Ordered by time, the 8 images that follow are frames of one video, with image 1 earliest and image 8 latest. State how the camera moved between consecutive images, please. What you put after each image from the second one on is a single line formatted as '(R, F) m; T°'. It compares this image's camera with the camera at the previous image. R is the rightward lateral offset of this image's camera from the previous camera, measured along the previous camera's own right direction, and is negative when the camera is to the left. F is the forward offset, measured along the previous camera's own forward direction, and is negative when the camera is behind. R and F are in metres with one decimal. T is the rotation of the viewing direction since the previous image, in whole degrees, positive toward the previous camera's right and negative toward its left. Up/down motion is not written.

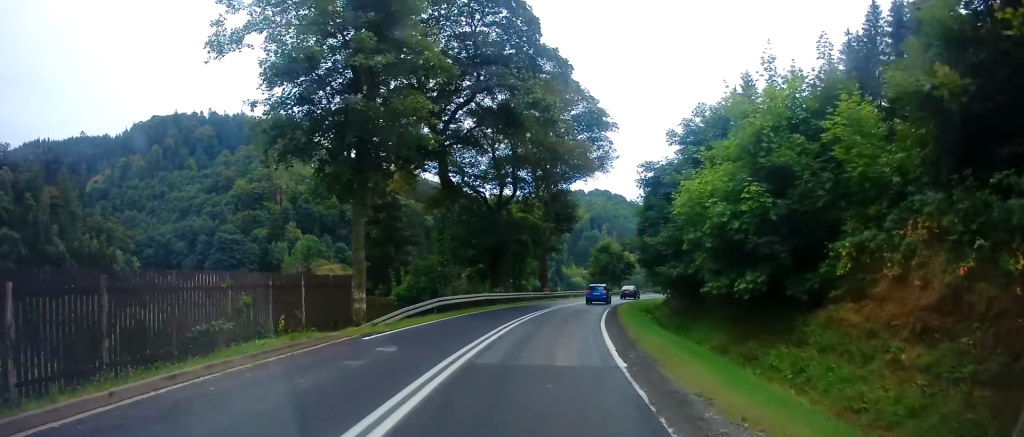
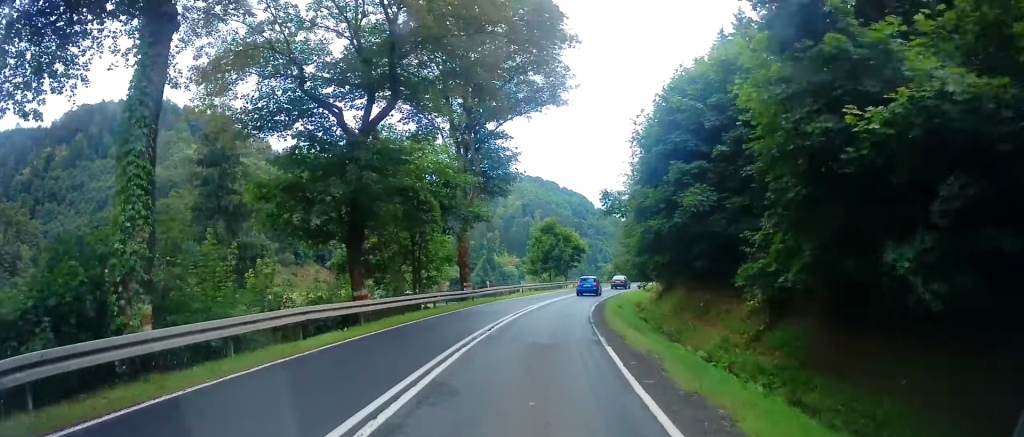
(+1.2, +18.9) m; +8°
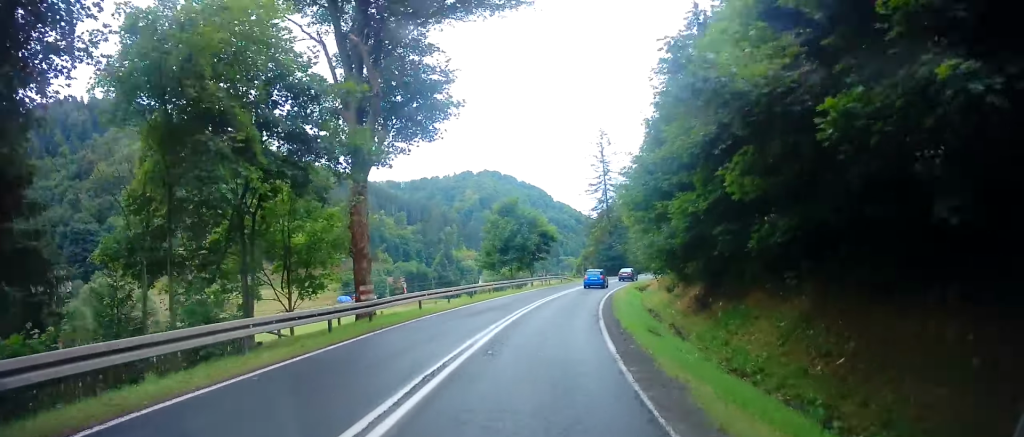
(+0.9, +14.7) m; +4°
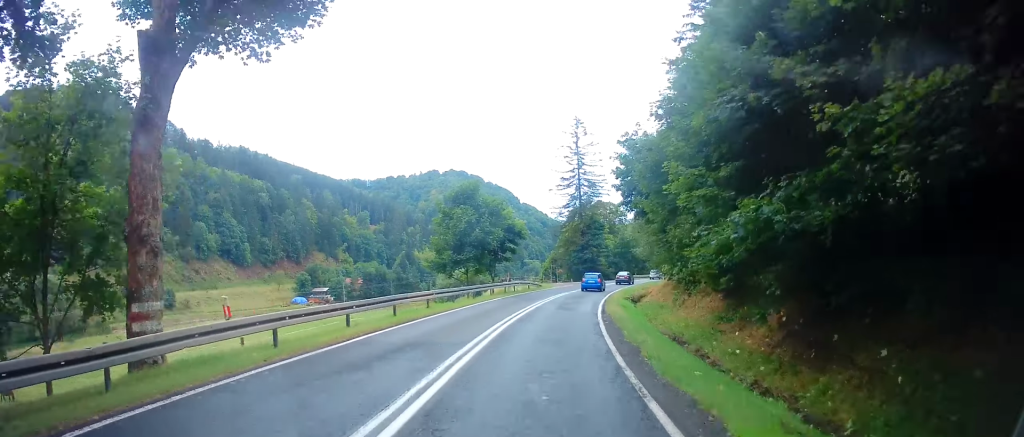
(-0.1, +10.5) m; +2°
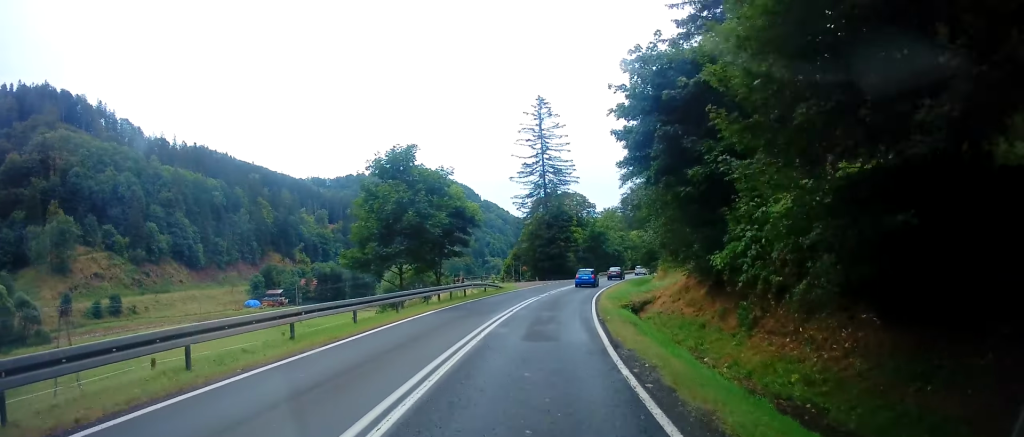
(+0.5, +10.6) m; +3°
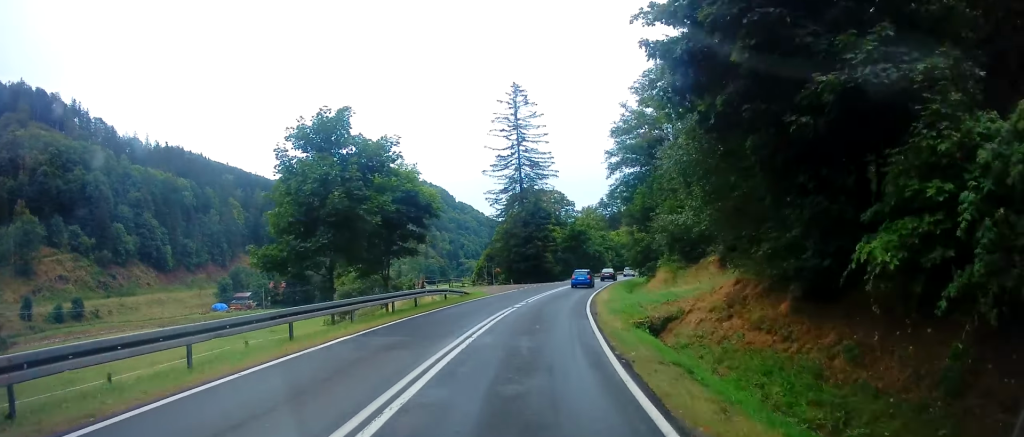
(+0.2, +7.4) m; +3°
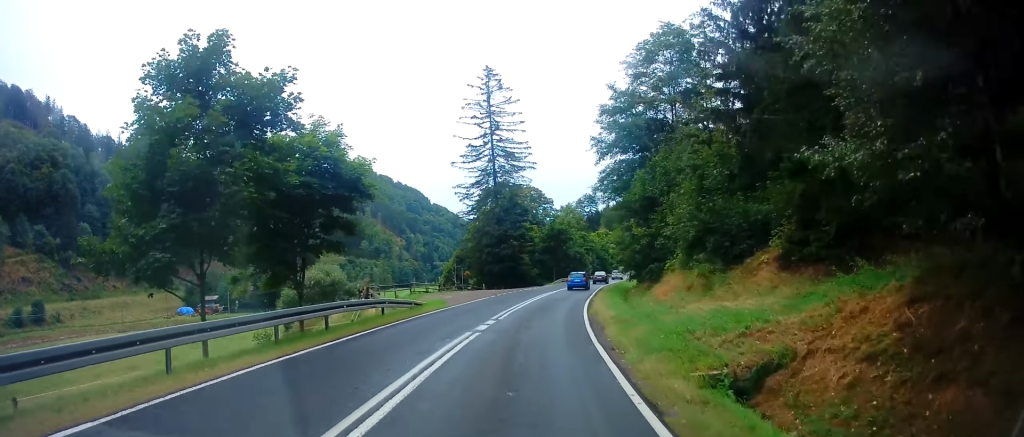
(0.0, +8.0) m; +3°
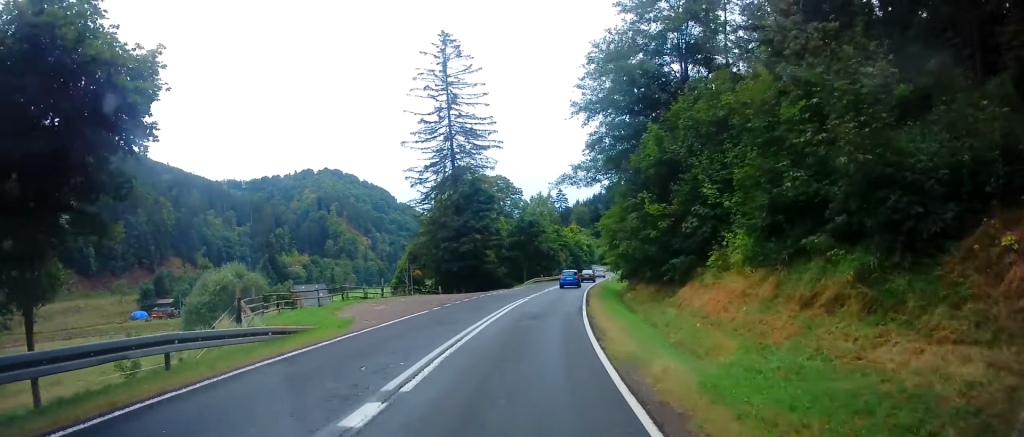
(+0.6, +11.2) m; +3°
